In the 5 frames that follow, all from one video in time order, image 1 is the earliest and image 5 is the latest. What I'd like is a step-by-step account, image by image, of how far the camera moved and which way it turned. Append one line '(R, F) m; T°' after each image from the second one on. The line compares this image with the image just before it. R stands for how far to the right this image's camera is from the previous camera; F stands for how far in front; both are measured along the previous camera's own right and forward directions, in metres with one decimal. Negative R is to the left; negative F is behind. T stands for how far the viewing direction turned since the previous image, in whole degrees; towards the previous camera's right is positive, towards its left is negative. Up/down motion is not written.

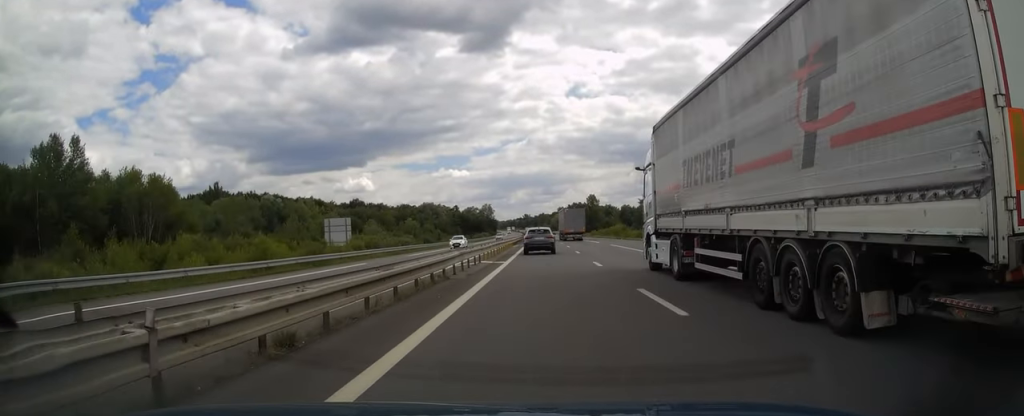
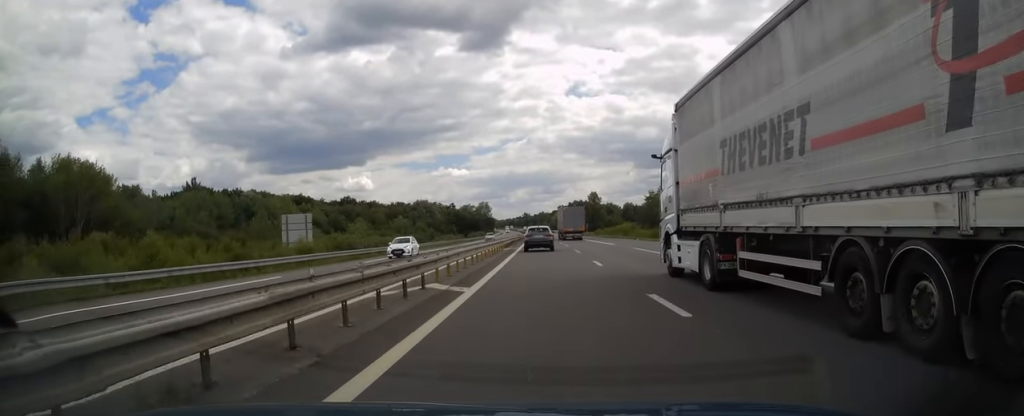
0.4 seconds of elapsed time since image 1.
(0.0, +13.1) m; 0°
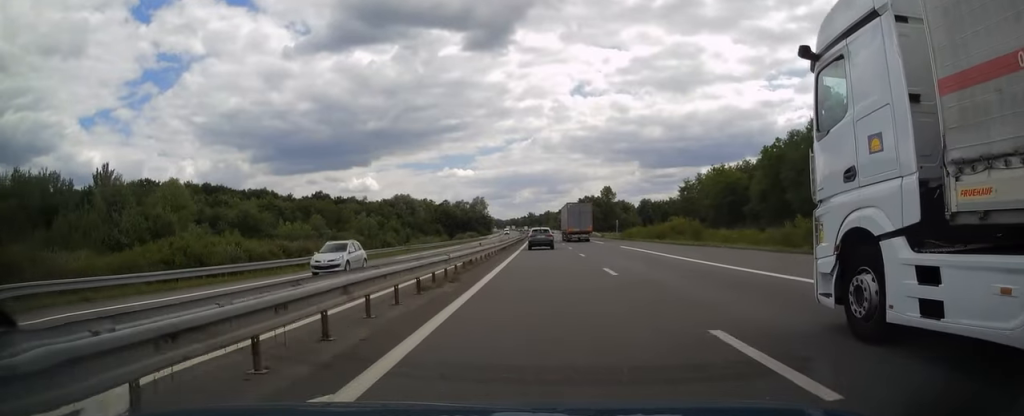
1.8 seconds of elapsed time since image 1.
(0.0, +42.9) m; 0°
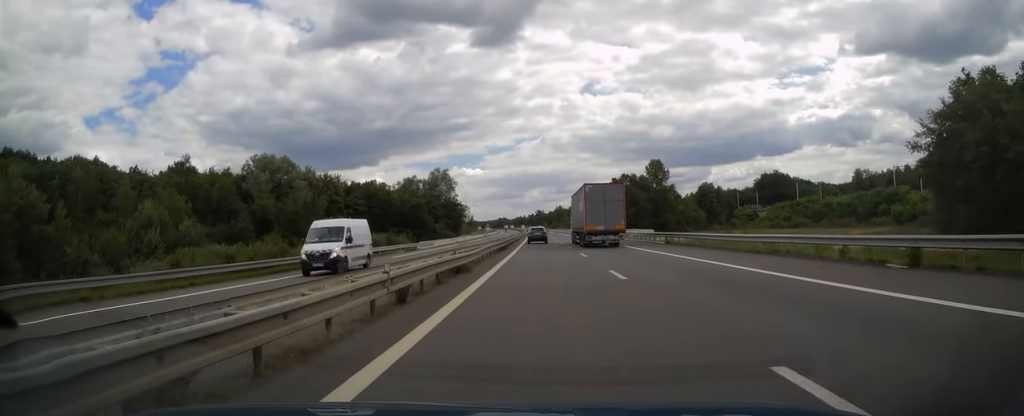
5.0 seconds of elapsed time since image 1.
(-0.8, +105.7) m; -1°
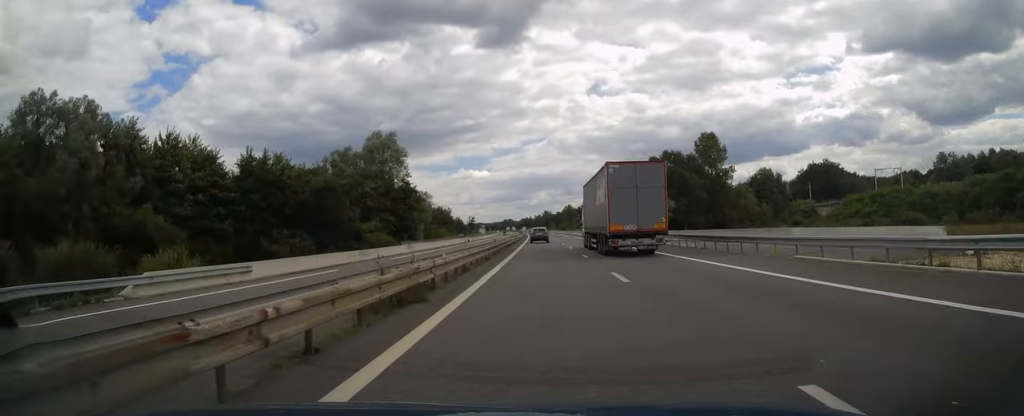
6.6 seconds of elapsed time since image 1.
(-0.6, +52.5) m; -1°
